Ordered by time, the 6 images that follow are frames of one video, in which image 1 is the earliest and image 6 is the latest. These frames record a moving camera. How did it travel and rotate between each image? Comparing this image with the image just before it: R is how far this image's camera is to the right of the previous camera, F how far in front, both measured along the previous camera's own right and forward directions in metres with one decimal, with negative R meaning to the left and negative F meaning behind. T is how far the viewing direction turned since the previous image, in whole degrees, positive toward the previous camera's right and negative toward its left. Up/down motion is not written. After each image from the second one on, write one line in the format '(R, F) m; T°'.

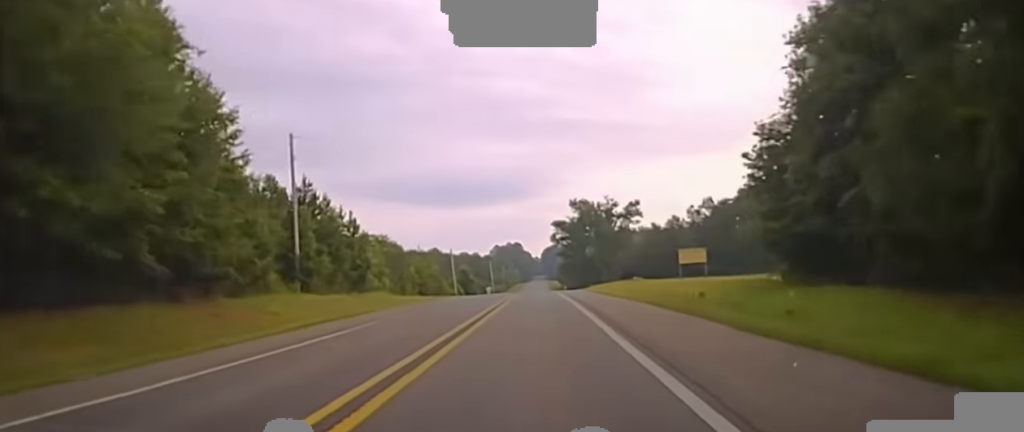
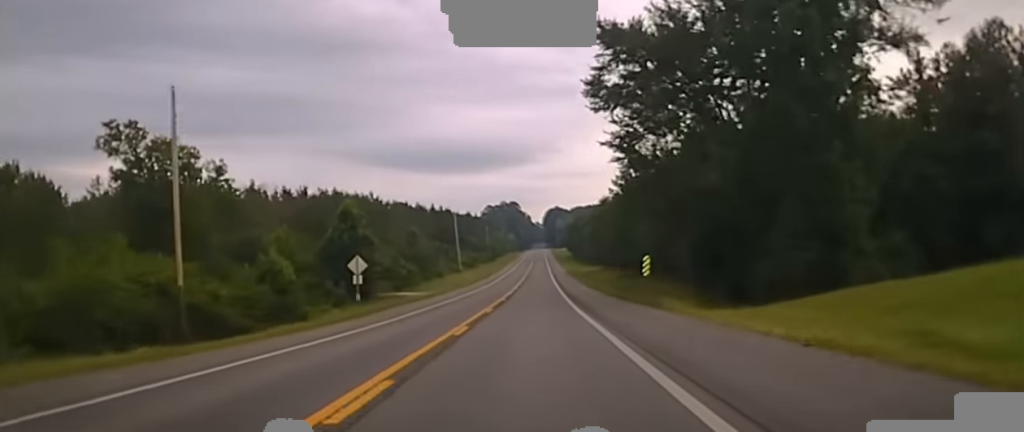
(-1.2, +121.4) m; -3°
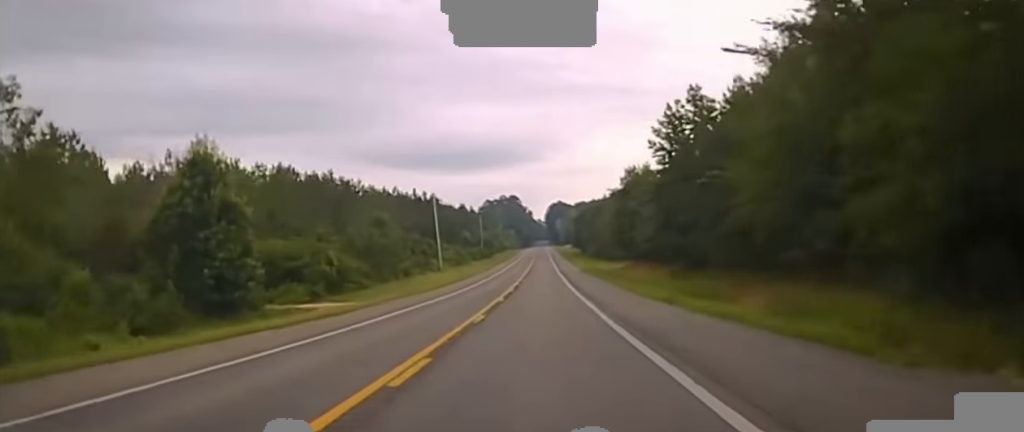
(-1.0, +31.3) m; -2°
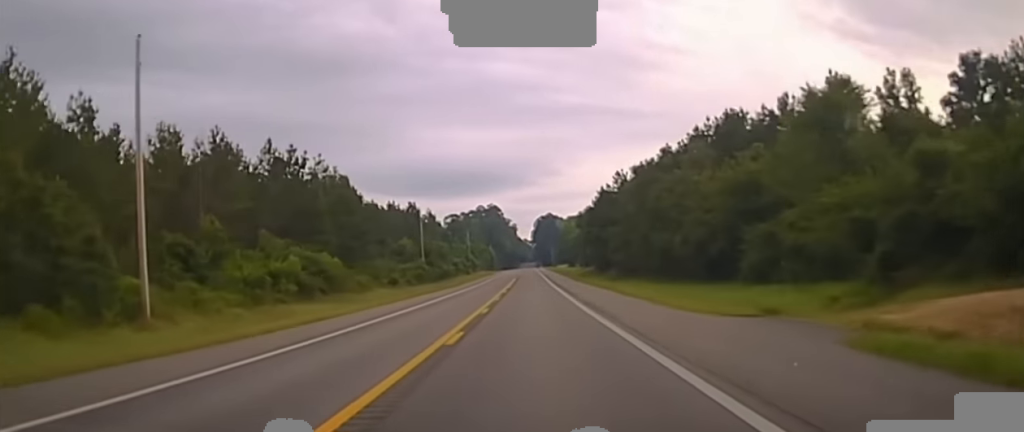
(-0.2, +83.5) m; 0°
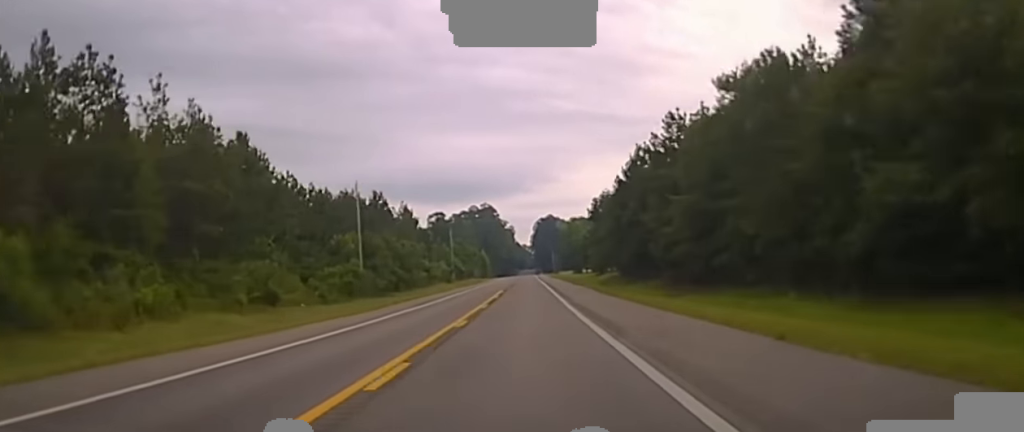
(0.0, +38.4) m; 0°
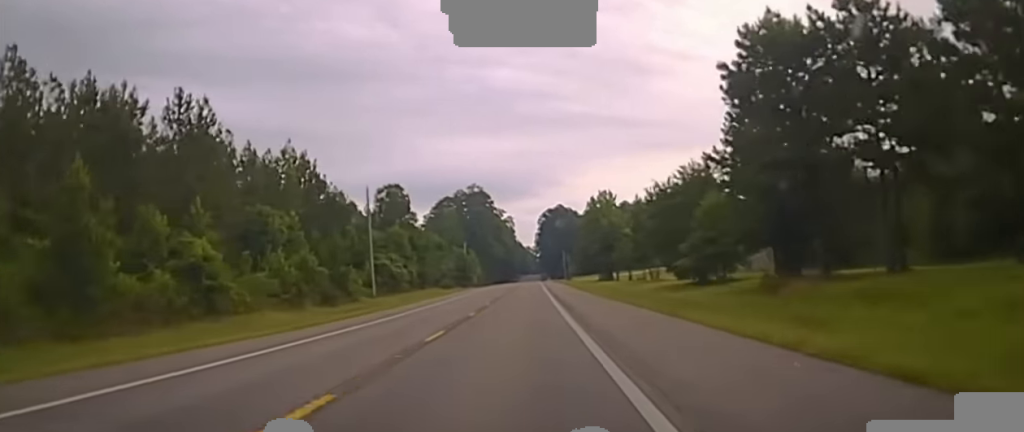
(0.0, +82.0) m; 0°
